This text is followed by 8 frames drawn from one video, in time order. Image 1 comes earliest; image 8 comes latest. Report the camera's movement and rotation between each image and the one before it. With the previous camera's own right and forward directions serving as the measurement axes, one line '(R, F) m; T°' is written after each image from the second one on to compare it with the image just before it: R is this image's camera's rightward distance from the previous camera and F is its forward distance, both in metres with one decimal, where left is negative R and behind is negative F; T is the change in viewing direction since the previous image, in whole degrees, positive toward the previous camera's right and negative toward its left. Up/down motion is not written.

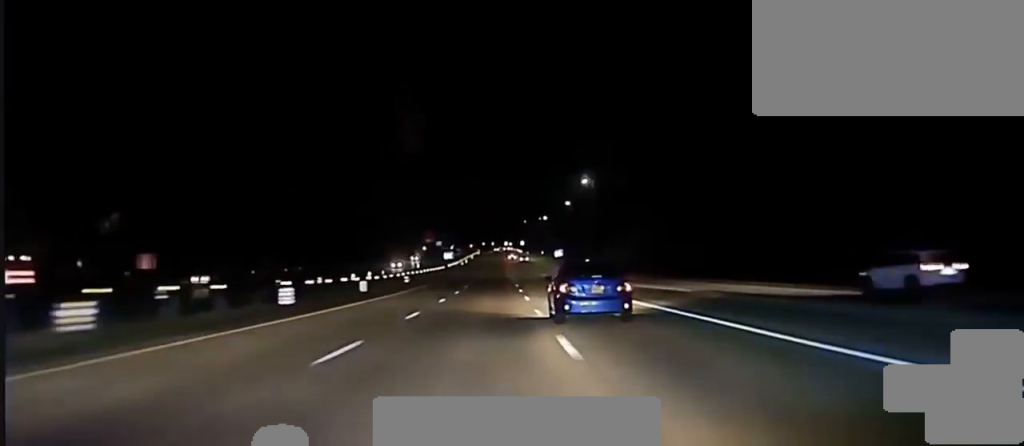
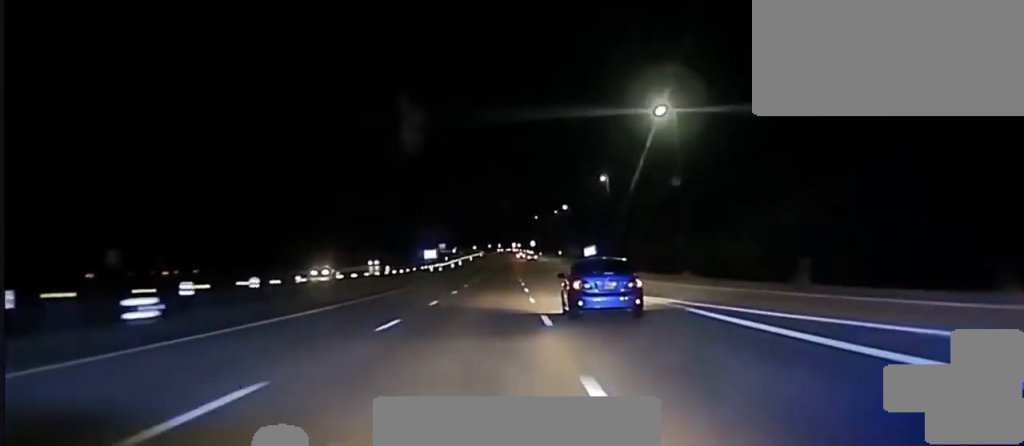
(-0.3, +63.3) m; 0°
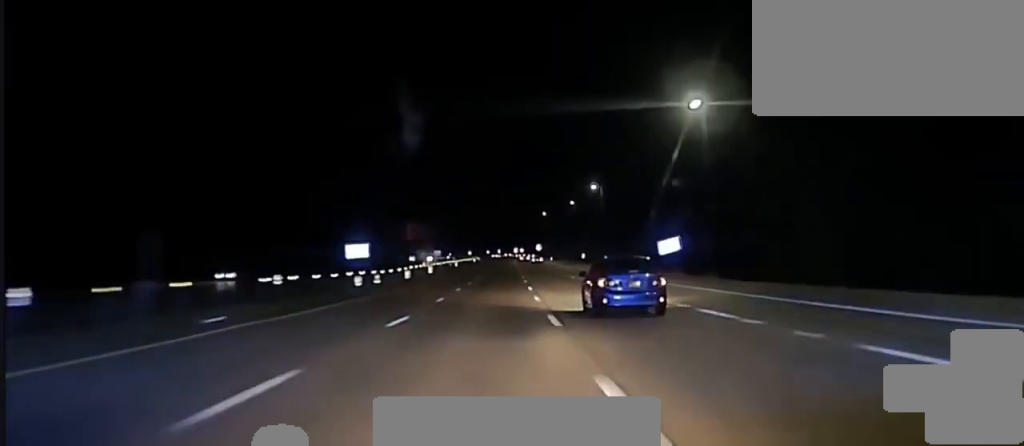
(+0.2, +64.3) m; 0°
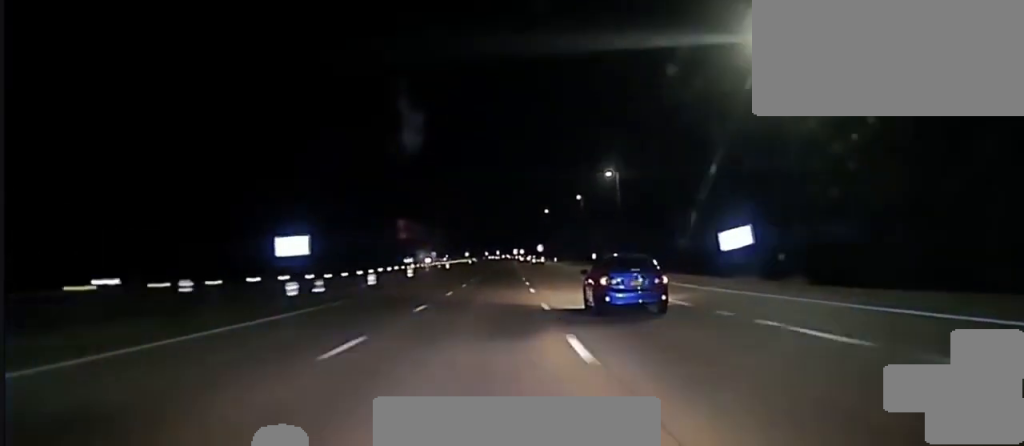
(-0.1, +19.4) m; 0°
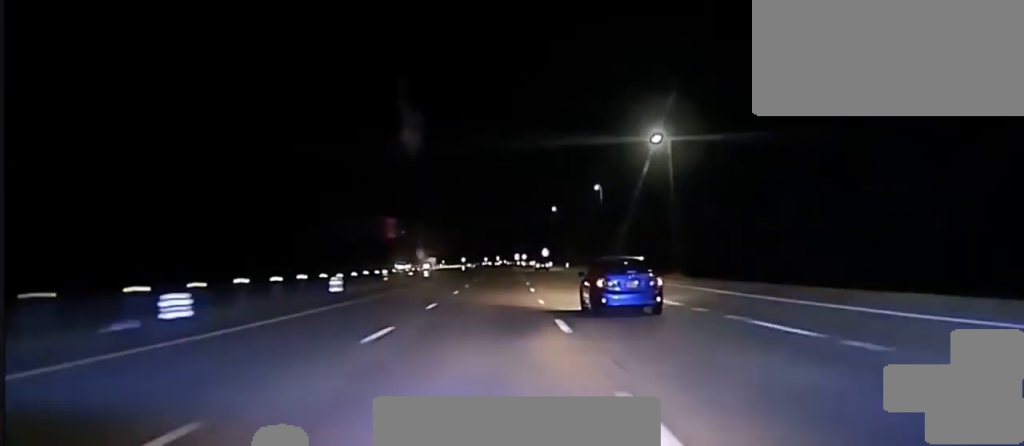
(-0.1, +34.1) m; 0°
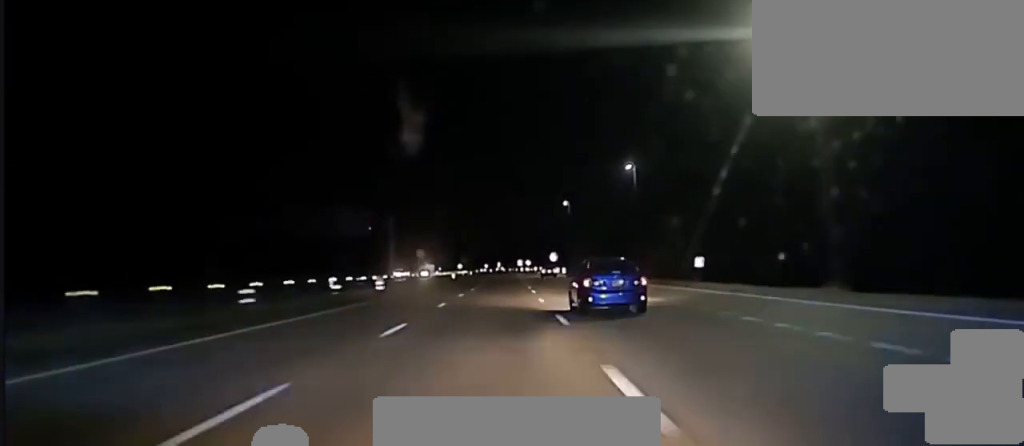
(0.0, +32.2) m; 0°
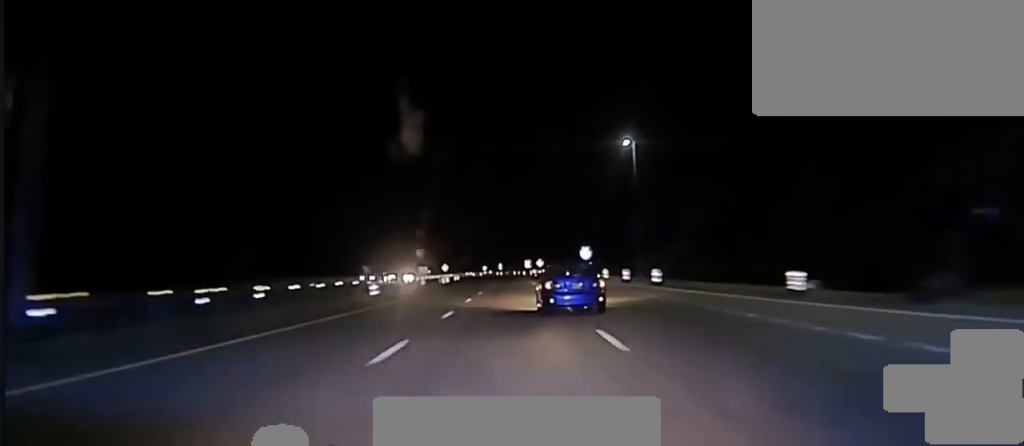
(0.0, +72.4) m; 0°
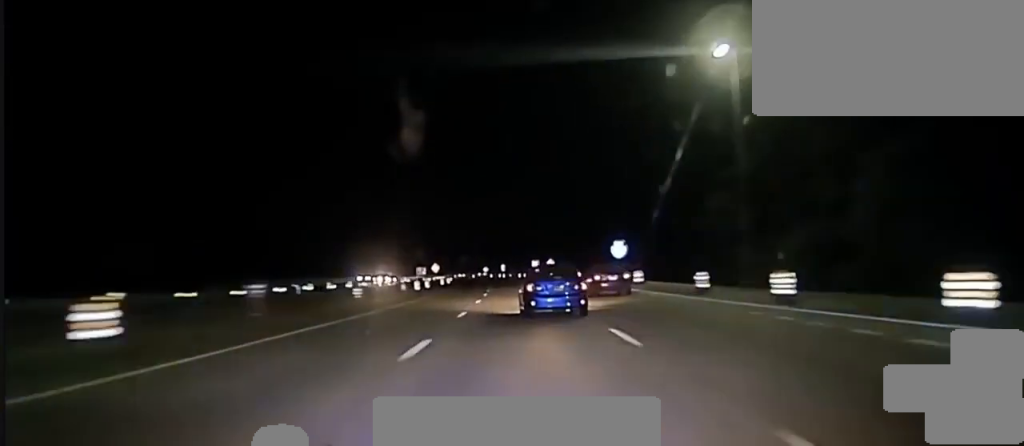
(-0.1, +32.0) m; 0°
